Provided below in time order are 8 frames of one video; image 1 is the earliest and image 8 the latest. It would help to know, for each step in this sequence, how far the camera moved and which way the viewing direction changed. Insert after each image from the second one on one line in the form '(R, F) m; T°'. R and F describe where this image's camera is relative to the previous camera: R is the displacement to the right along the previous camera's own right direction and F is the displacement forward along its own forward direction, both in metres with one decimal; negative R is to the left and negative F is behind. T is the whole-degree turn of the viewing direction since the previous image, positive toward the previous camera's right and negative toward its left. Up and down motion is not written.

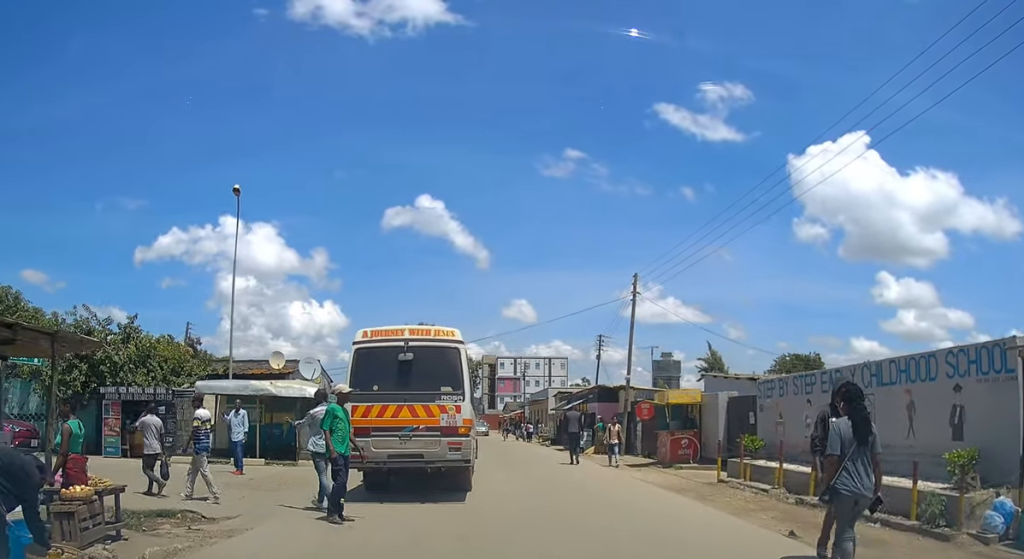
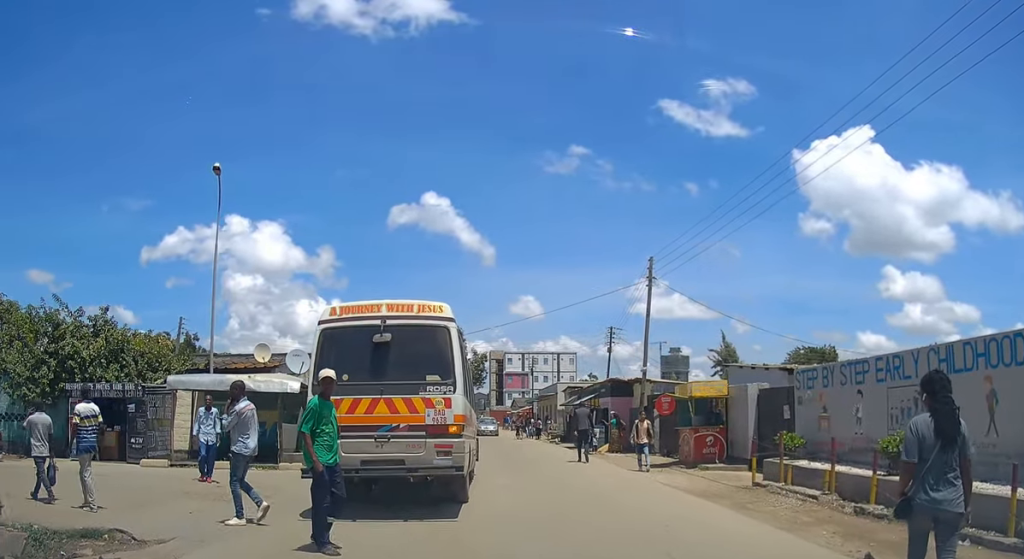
(+0.1, +2.2) m; -2°
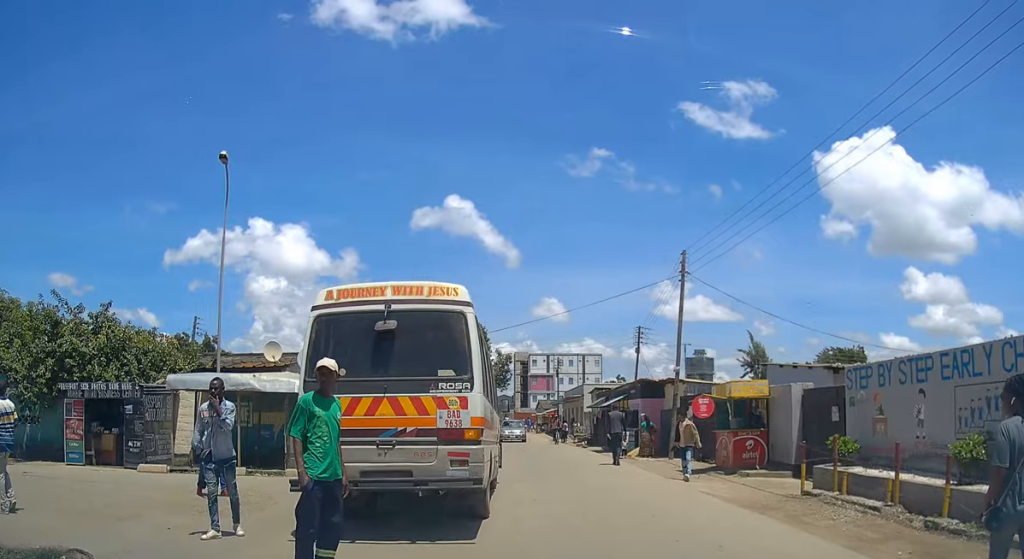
(-0.2, +1.8) m; 0°
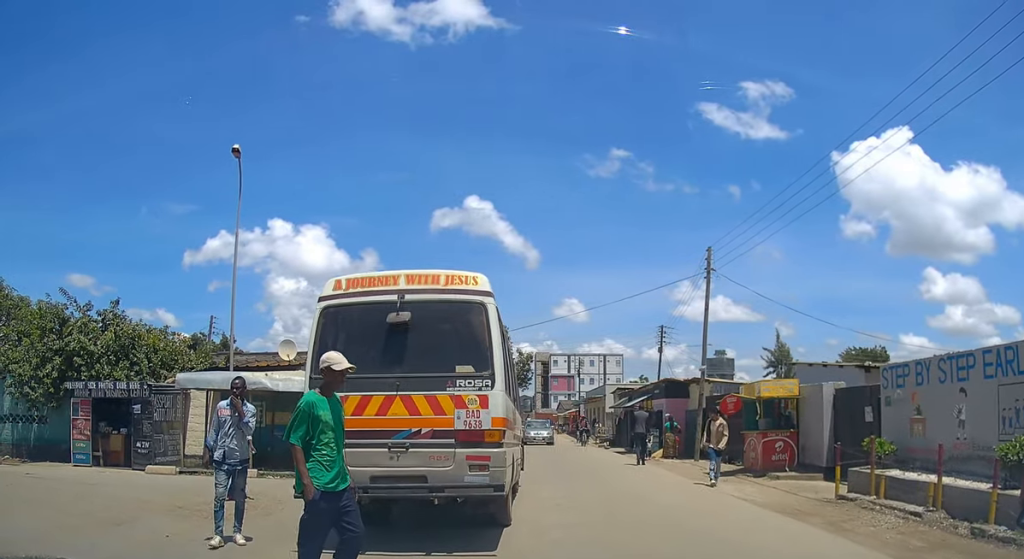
(-0.1, +0.7) m; 0°
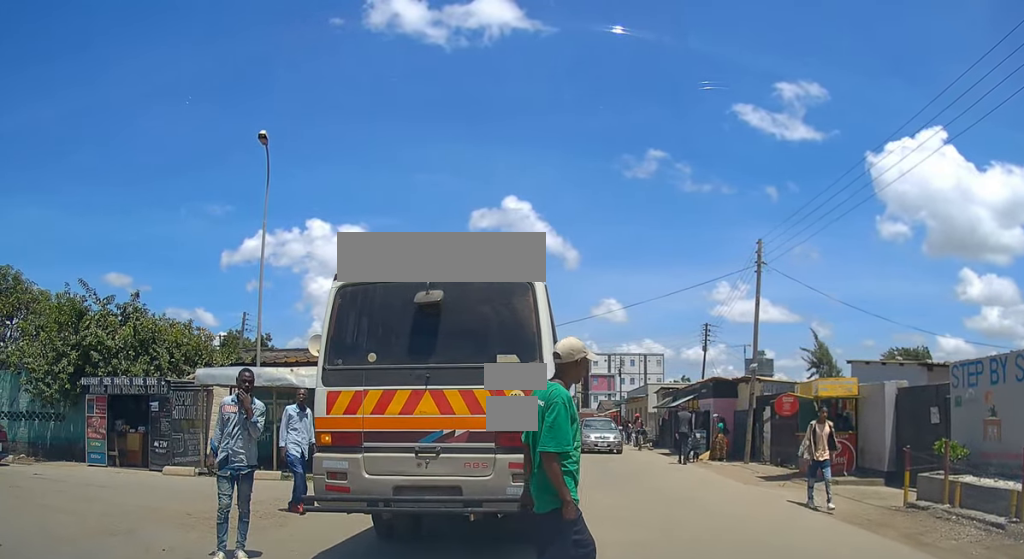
(+0.1, +1.2) m; 0°
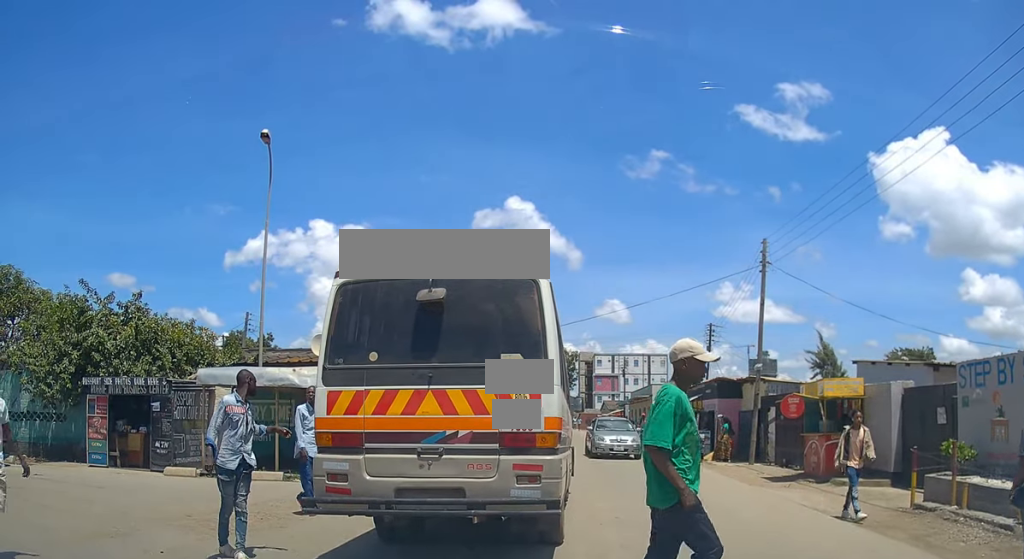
(0.0, +0.2) m; 0°
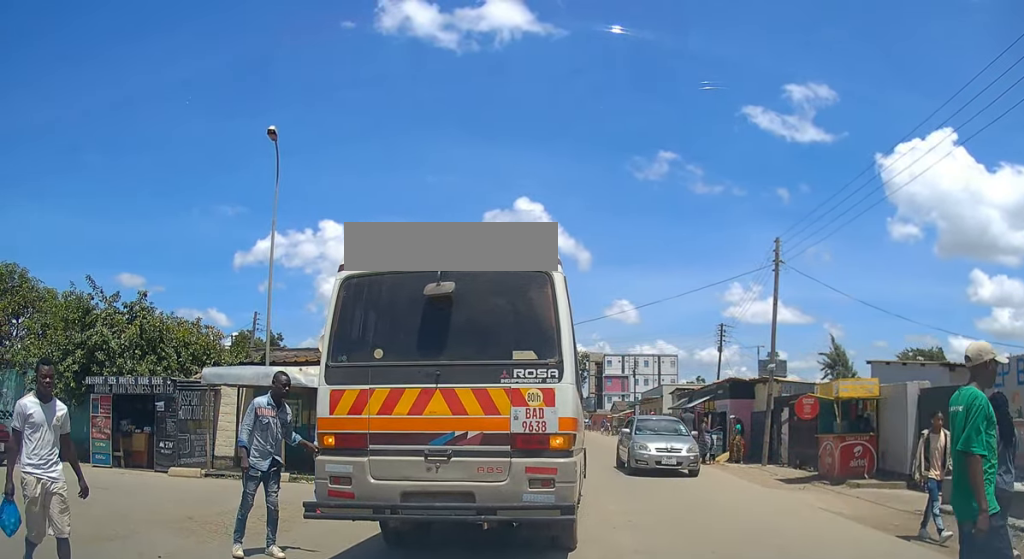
(0.0, +0.3) m; 0°
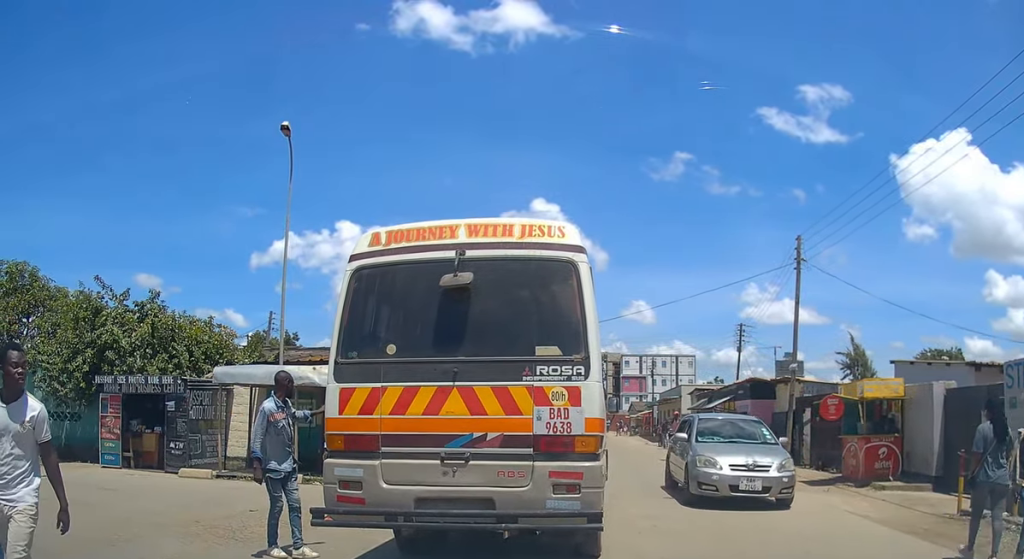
(-0.1, +0.3) m; 0°
